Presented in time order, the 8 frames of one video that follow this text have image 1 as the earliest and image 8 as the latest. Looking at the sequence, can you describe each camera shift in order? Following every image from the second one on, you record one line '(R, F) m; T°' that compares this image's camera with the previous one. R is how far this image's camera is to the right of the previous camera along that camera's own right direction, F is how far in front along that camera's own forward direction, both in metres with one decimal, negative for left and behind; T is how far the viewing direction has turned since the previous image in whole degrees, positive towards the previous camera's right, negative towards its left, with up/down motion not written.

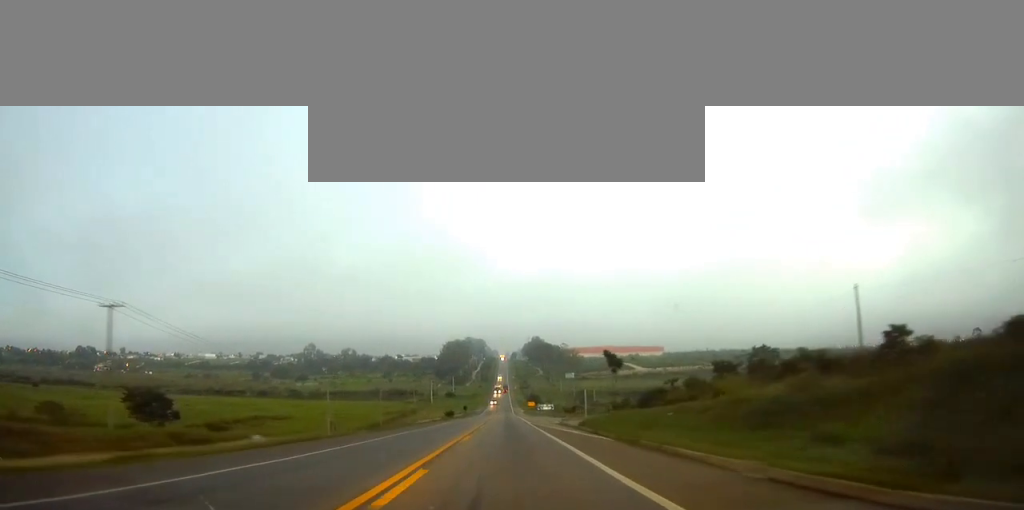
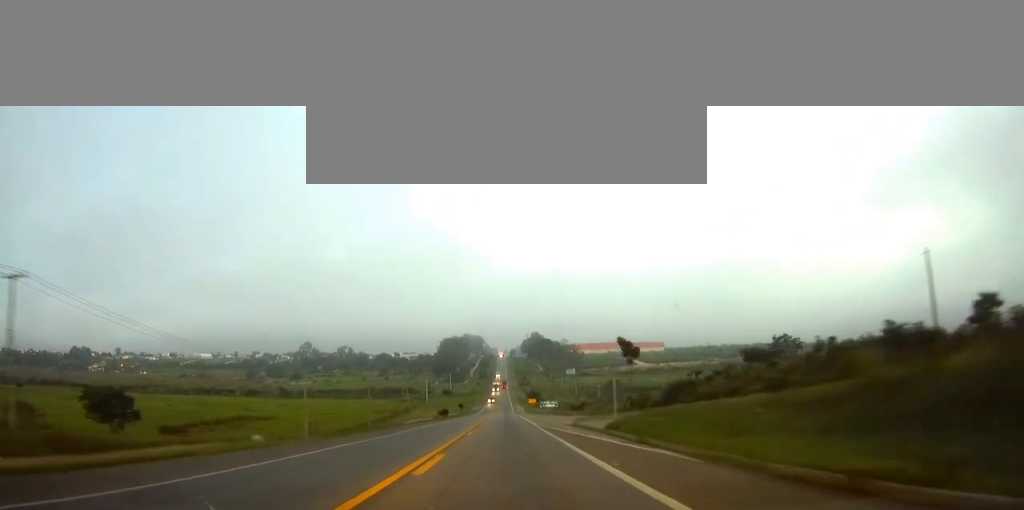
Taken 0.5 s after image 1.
(0.0, +12.1) m; 0°
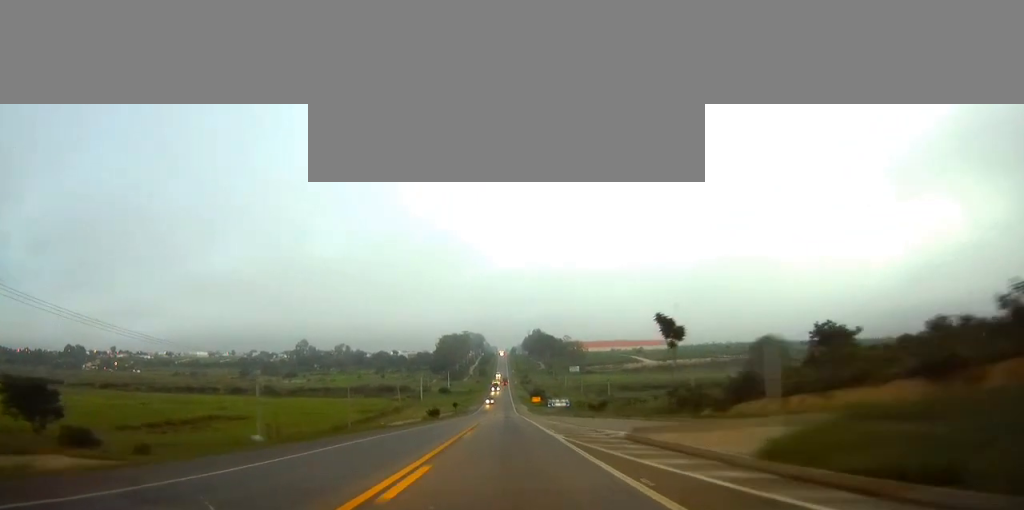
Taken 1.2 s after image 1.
(0.0, +19.1) m; 0°
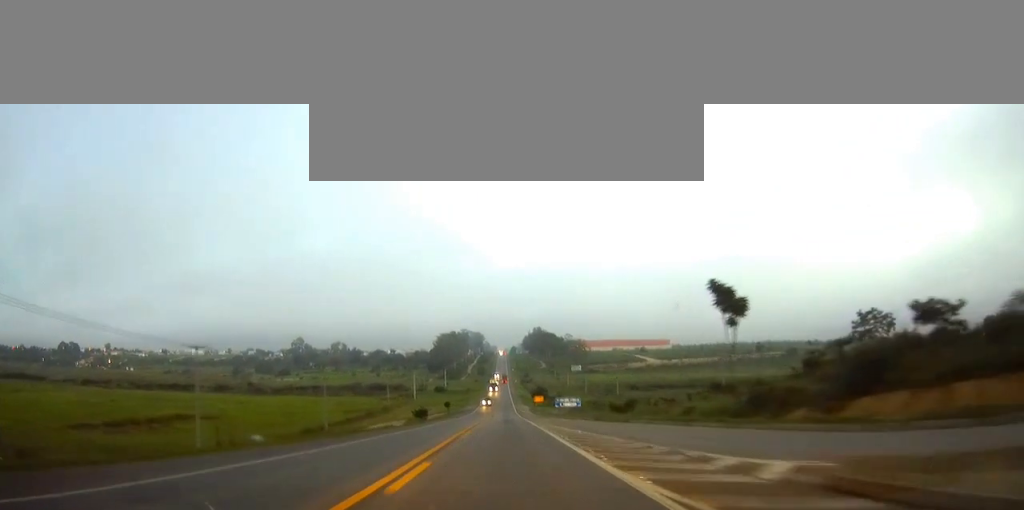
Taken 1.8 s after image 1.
(-0.1, +15.7) m; 0°
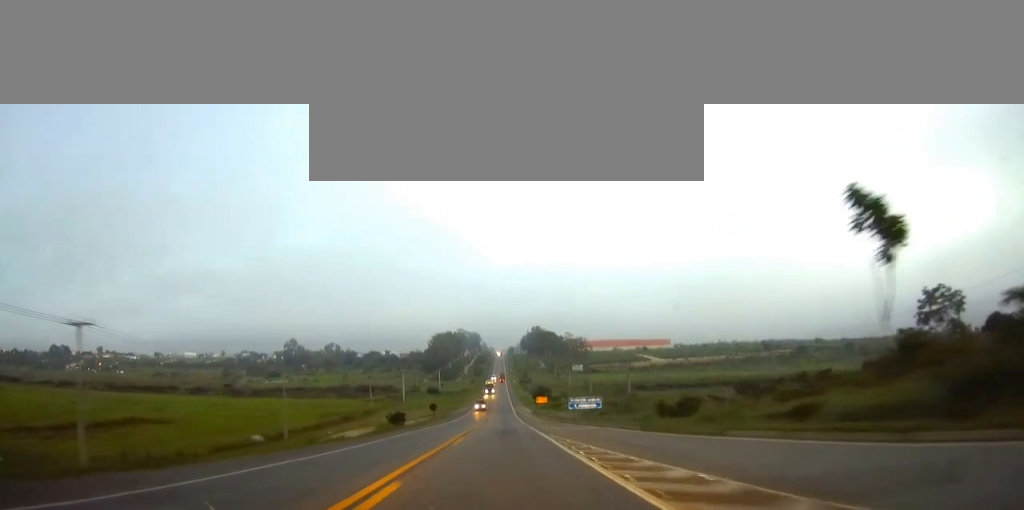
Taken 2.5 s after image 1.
(0.0, +19.2) m; 0°
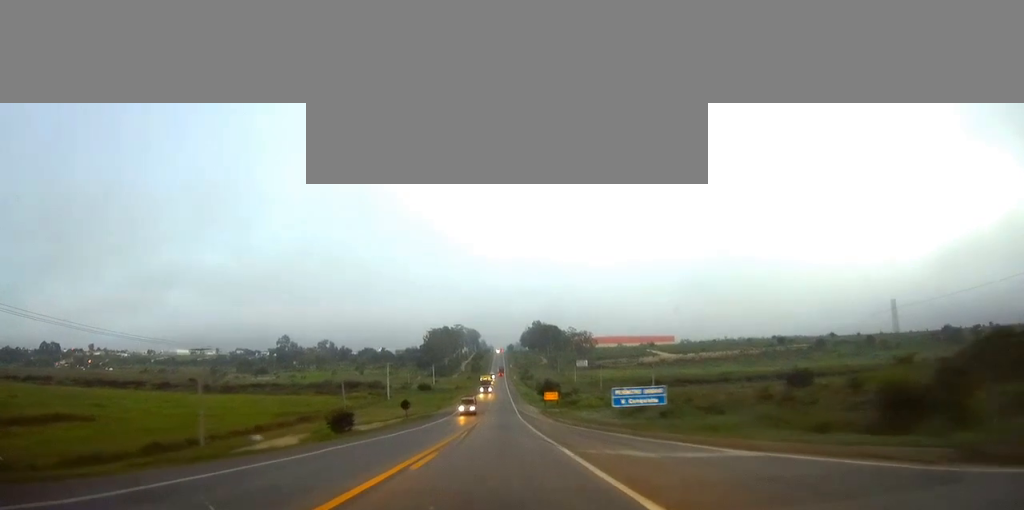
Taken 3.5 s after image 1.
(+0.1, +25.5) m; 0°
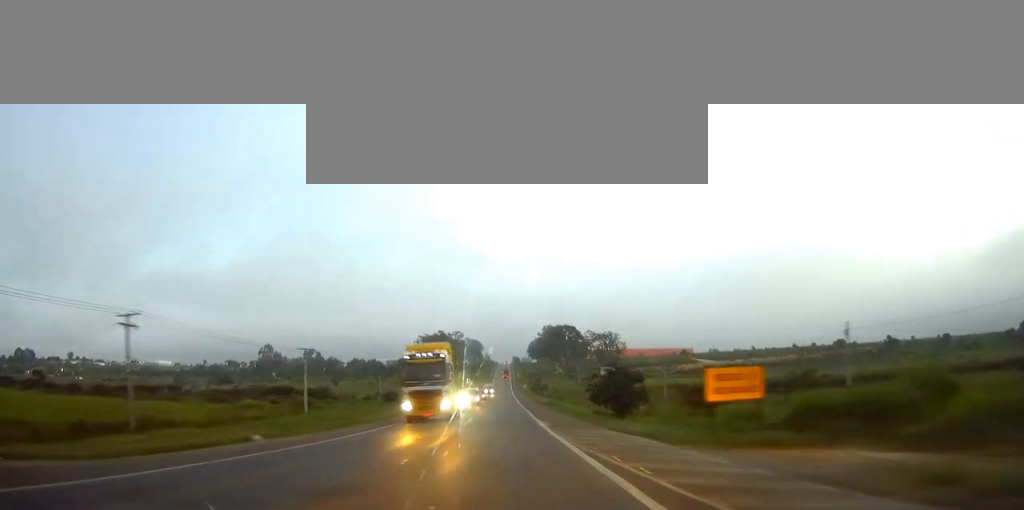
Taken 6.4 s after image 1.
(-0.4, +76.3) m; 0°
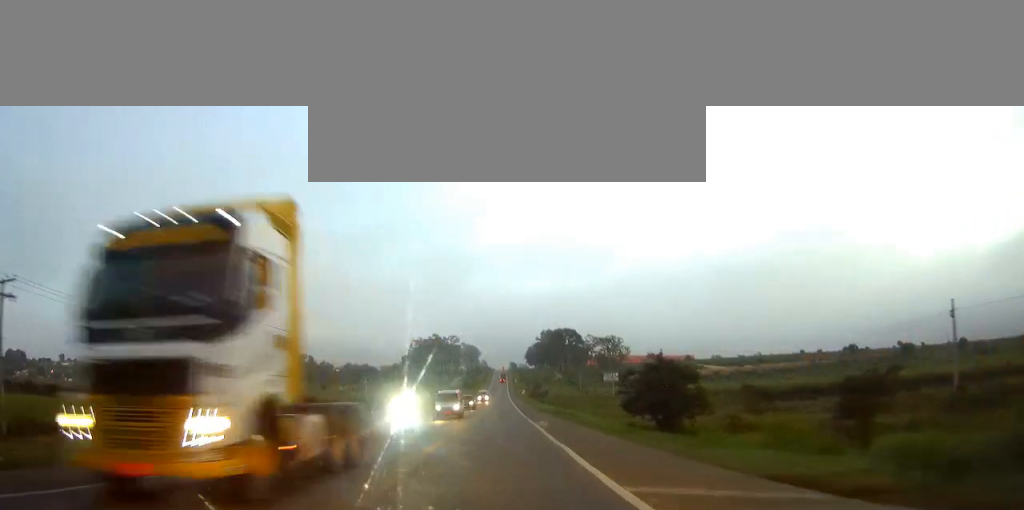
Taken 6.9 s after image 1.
(+0.1, +15.3) m; 0°
